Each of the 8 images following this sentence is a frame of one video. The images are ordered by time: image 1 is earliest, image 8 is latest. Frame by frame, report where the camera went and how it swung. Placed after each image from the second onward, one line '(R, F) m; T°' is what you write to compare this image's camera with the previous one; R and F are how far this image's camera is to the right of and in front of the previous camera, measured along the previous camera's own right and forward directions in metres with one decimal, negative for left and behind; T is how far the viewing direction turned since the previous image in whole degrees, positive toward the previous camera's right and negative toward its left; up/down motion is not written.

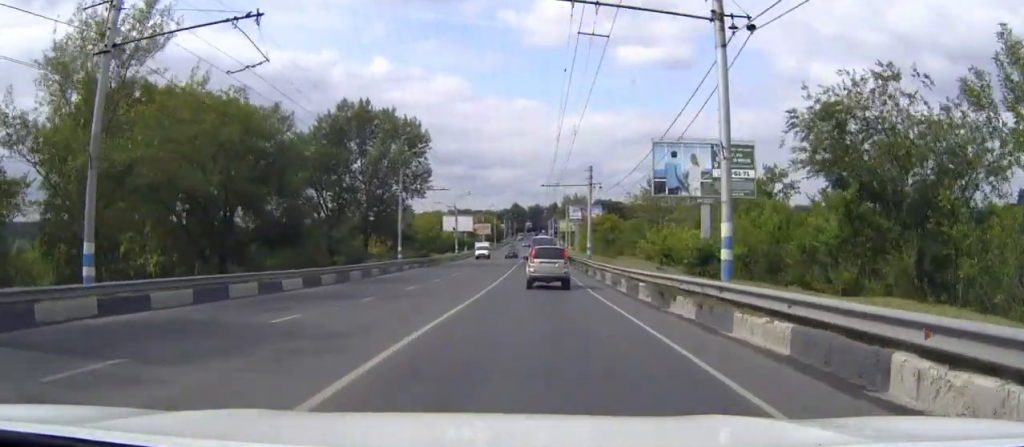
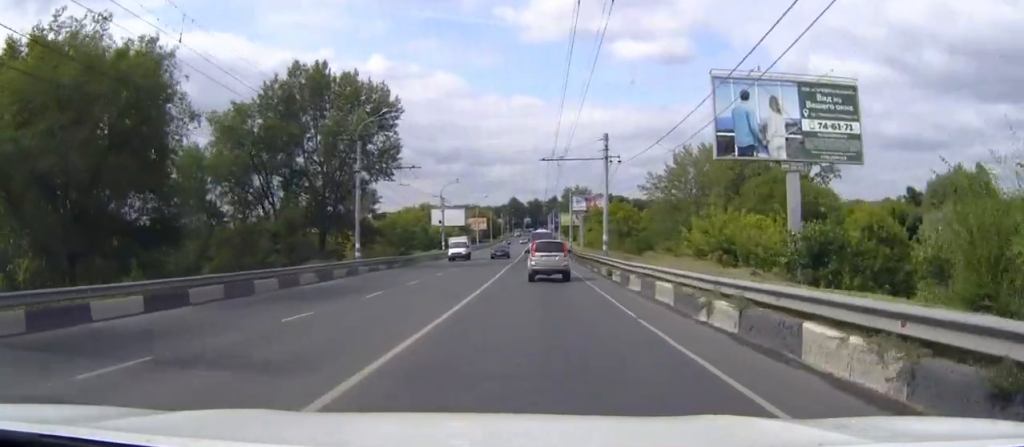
(0.0, +15.3) m; 0°
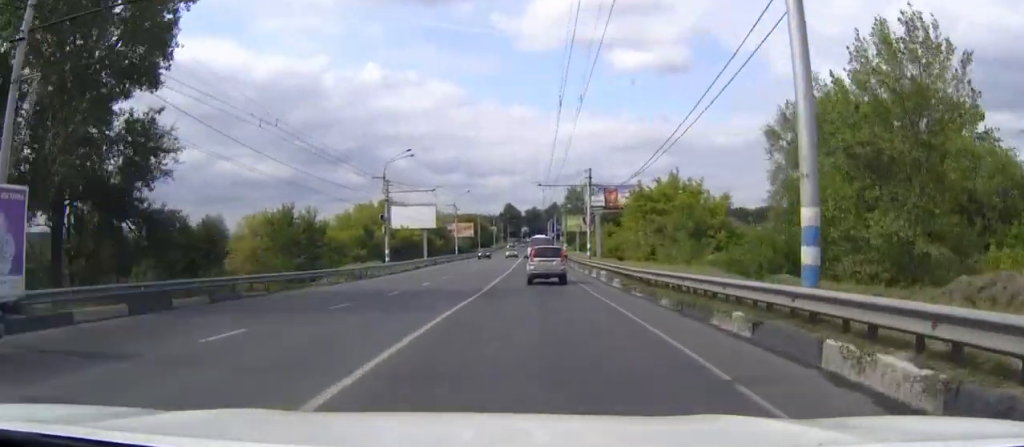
(0.0, +36.2) m; 0°
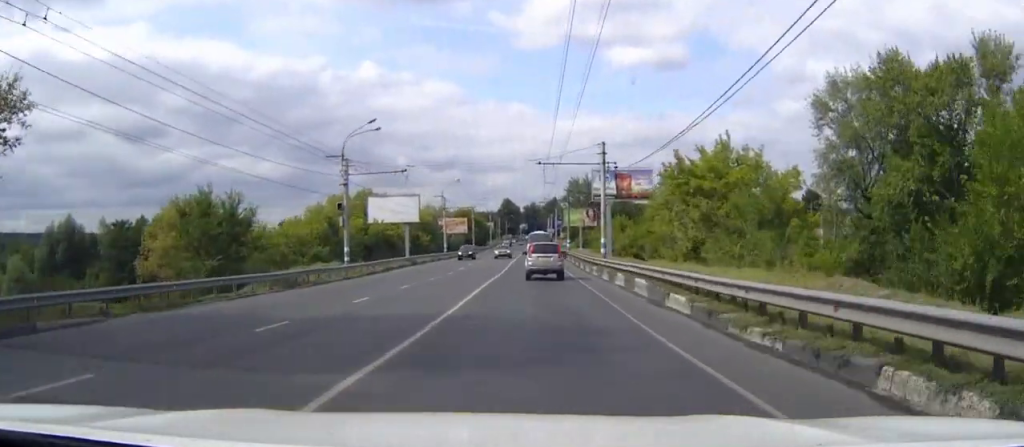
(0.0, +13.4) m; 0°
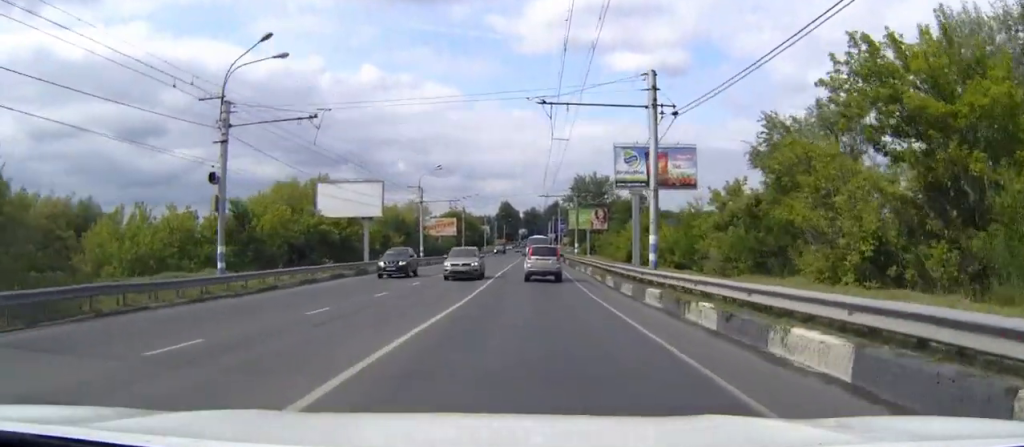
(0.0, +20.6) m; 0°
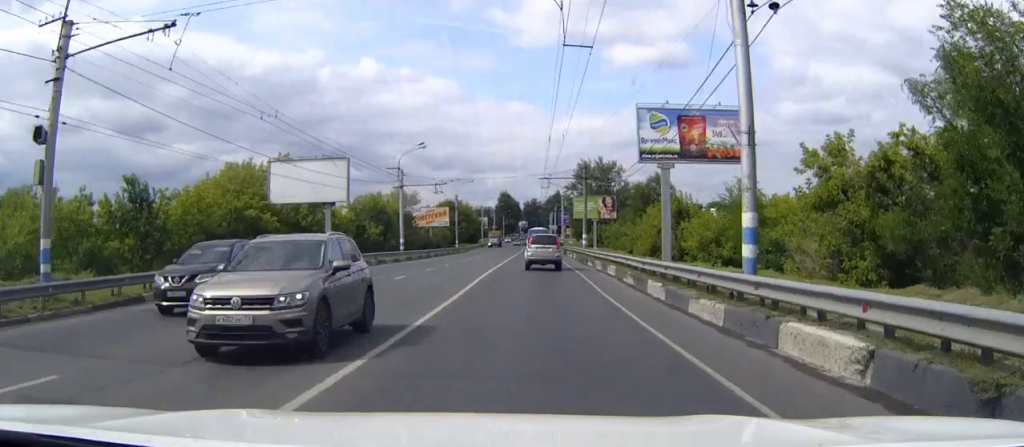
(0.0, +12.4) m; 0°
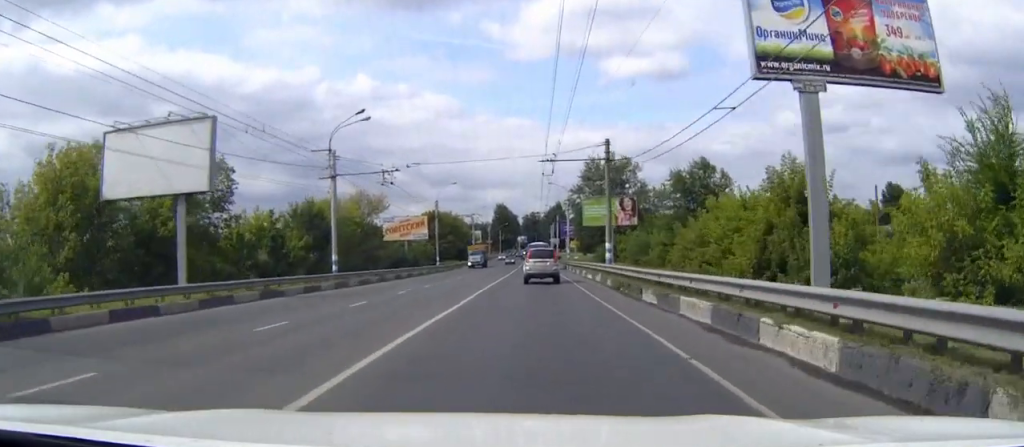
(0.0, +23.1) m; 0°
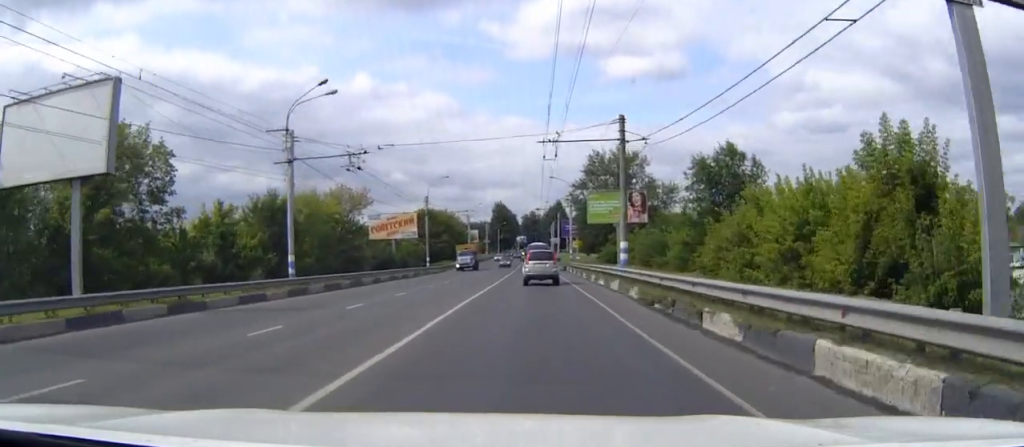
(0.0, +8.3) m; 0°
